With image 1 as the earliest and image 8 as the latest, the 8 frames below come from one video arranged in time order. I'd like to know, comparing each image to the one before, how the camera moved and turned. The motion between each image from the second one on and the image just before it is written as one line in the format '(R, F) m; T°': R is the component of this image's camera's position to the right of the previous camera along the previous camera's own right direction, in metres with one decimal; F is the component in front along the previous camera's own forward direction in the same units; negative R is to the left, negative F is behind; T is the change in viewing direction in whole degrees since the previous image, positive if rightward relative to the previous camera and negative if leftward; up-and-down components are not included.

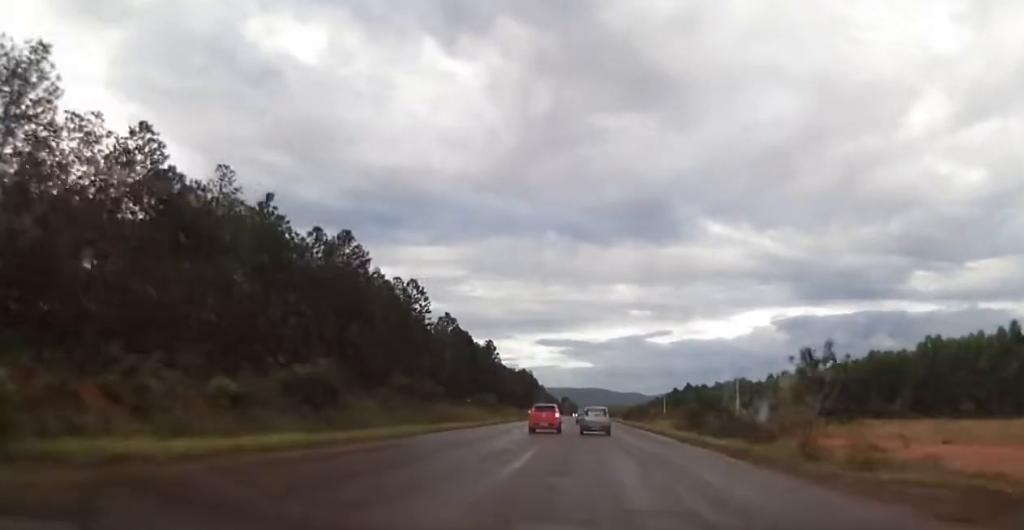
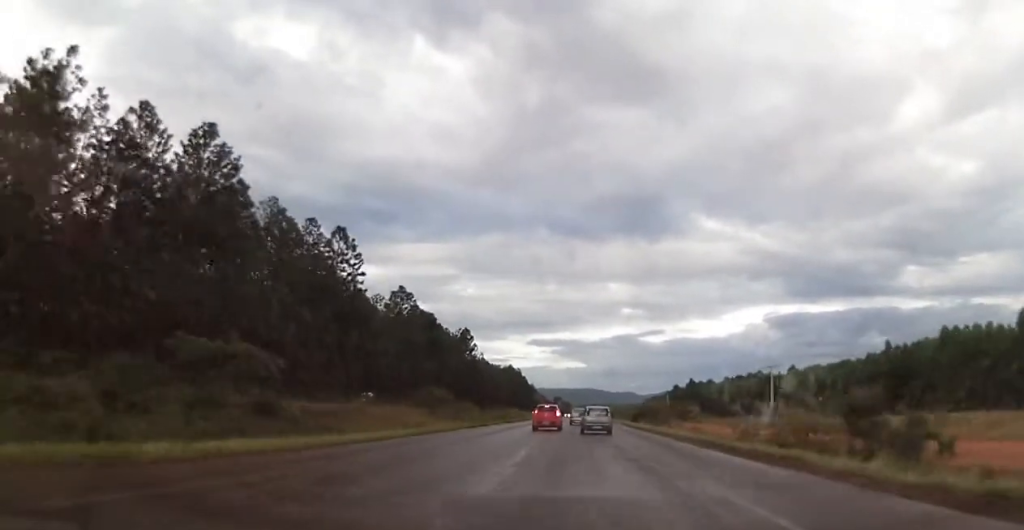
(+0.4, +28.7) m; +2°
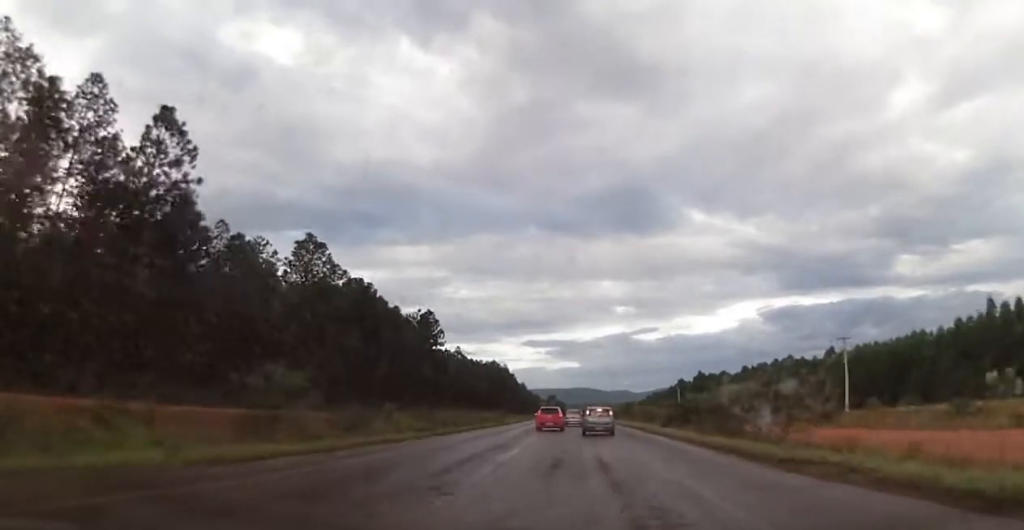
(0.0, +33.0) m; 0°
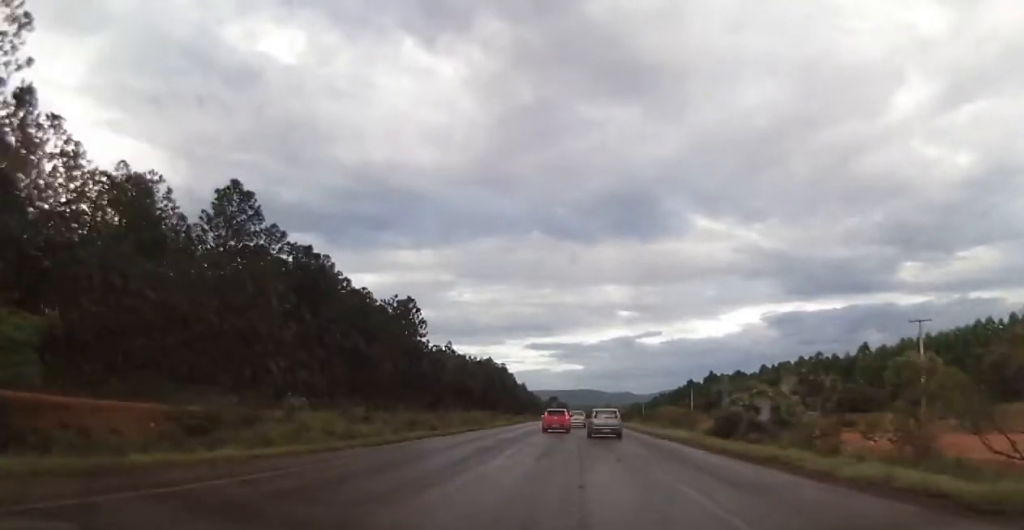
(0.0, +17.6) m; 0°
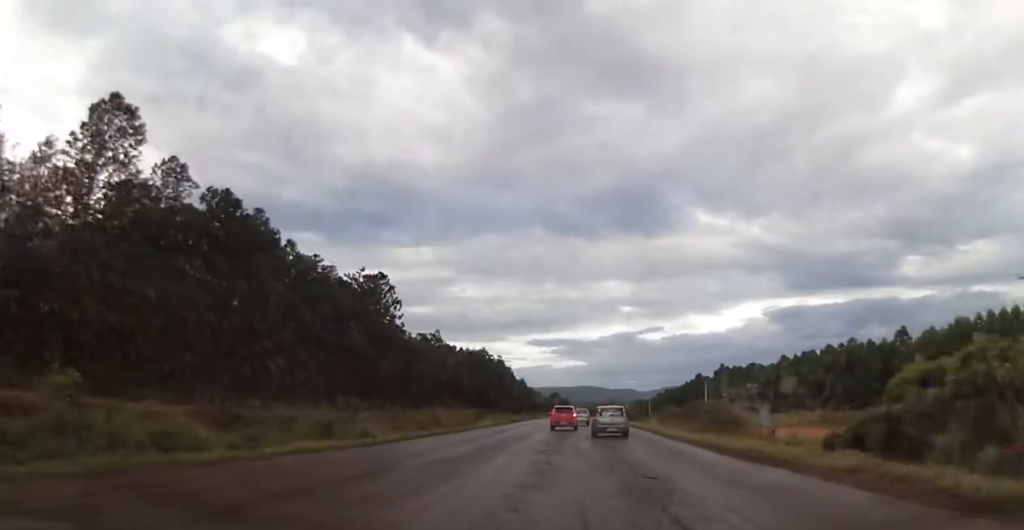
(0.0, +16.9) m; 0°
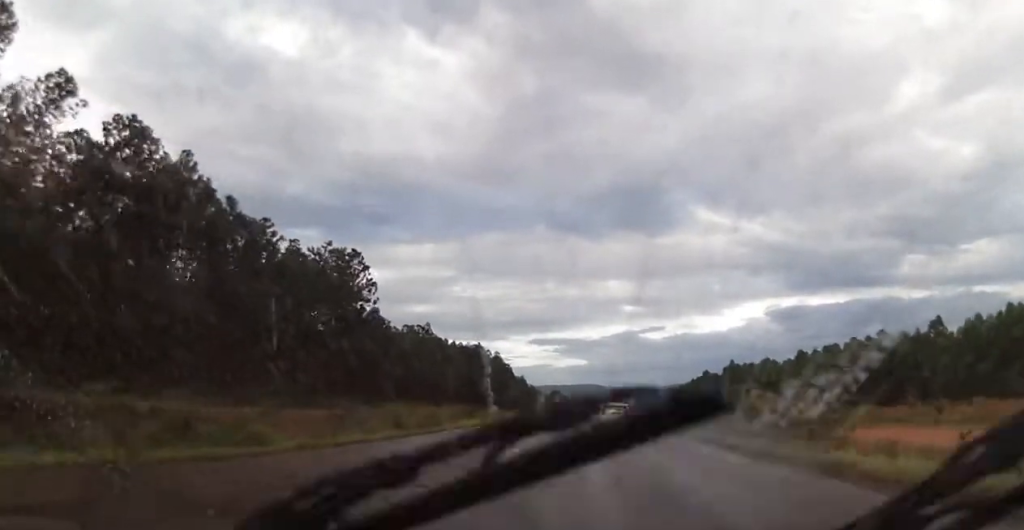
(0.0, +12.7) m; 0°
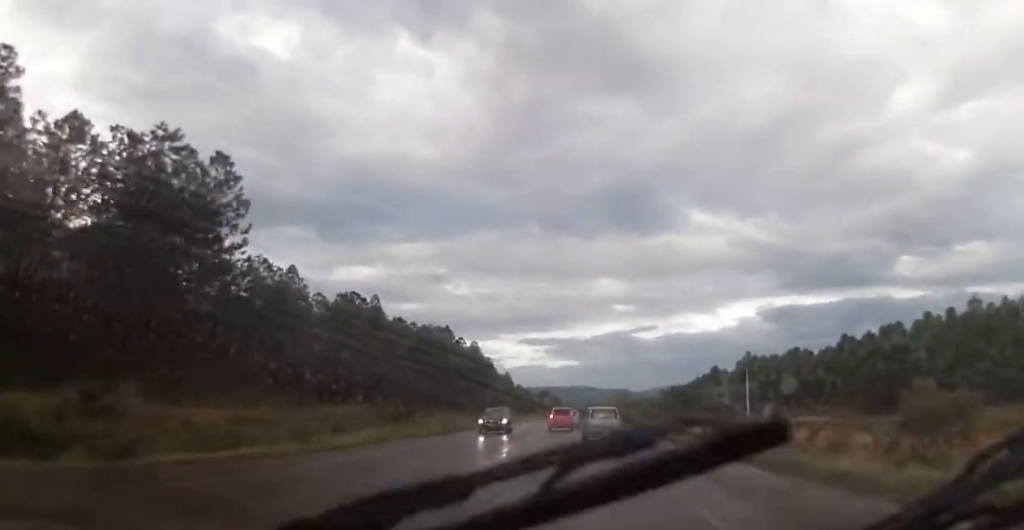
(0.0, +32.7) m; 0°
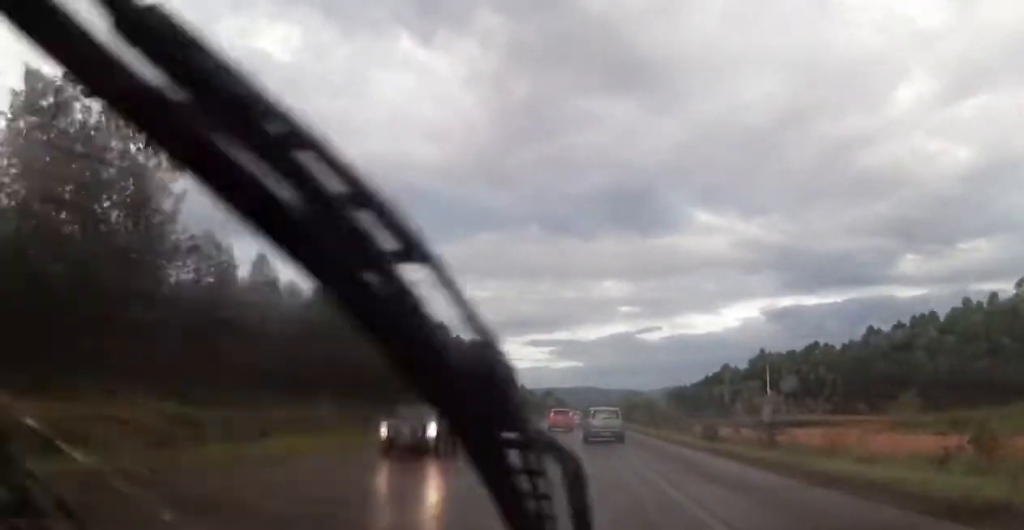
(0.0, +10.3) m; 0°
